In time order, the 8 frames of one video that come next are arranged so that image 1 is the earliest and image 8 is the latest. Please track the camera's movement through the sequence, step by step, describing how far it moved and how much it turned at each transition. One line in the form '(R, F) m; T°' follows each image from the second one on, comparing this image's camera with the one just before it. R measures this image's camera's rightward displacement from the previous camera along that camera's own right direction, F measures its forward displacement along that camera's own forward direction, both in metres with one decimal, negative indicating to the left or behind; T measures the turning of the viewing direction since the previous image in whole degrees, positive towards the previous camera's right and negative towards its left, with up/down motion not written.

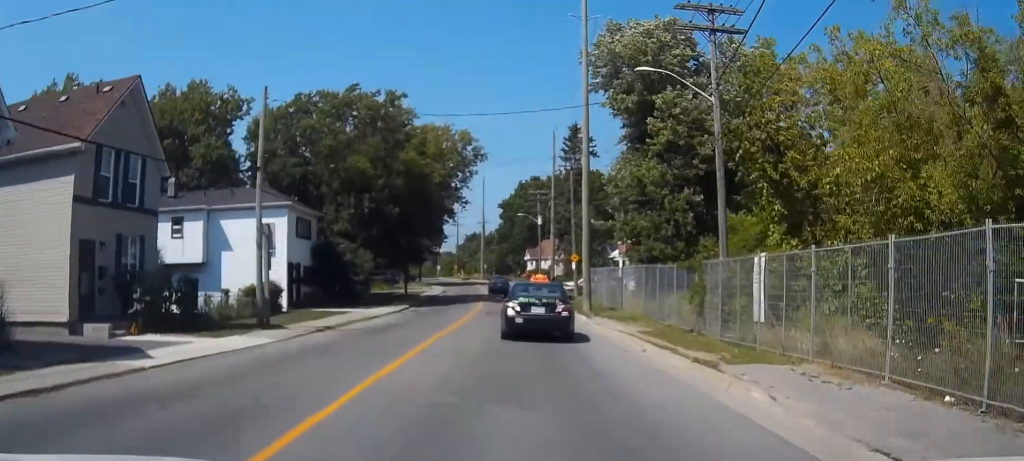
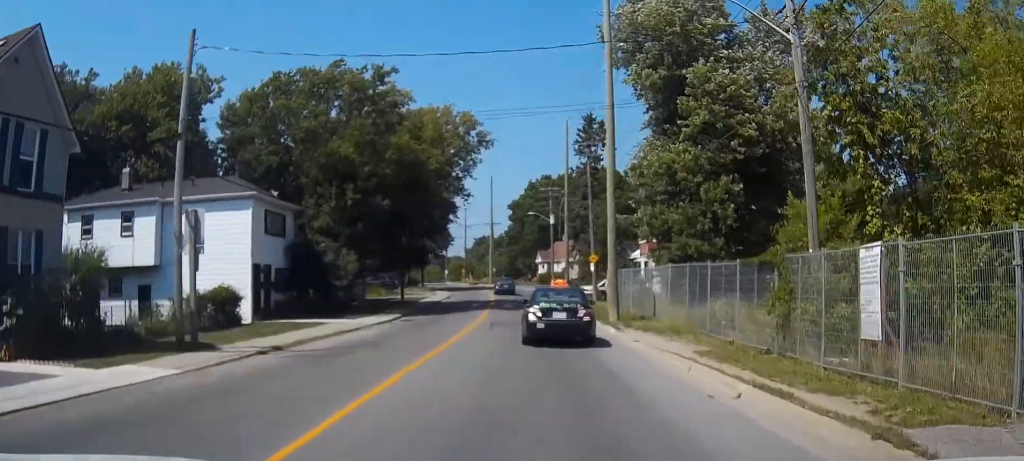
(0.0, +7.0) m; 0°
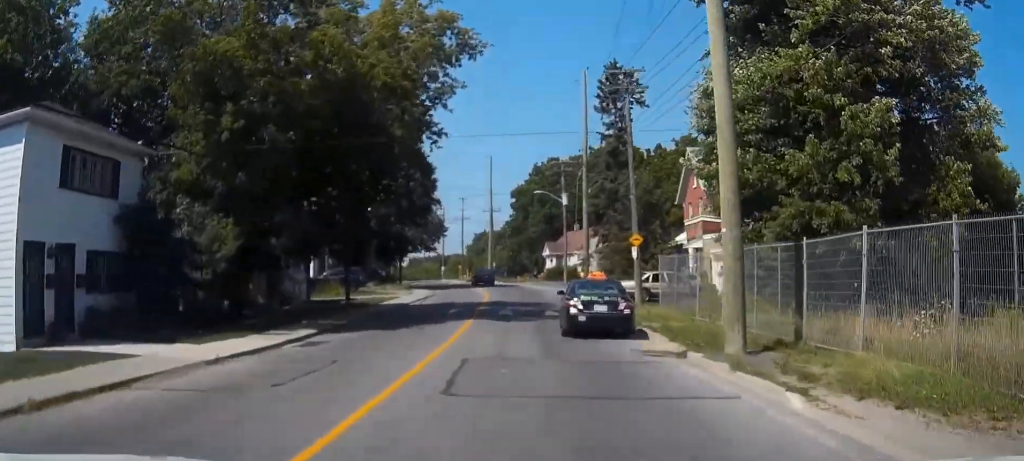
(0.0, +17.9) m; 0°
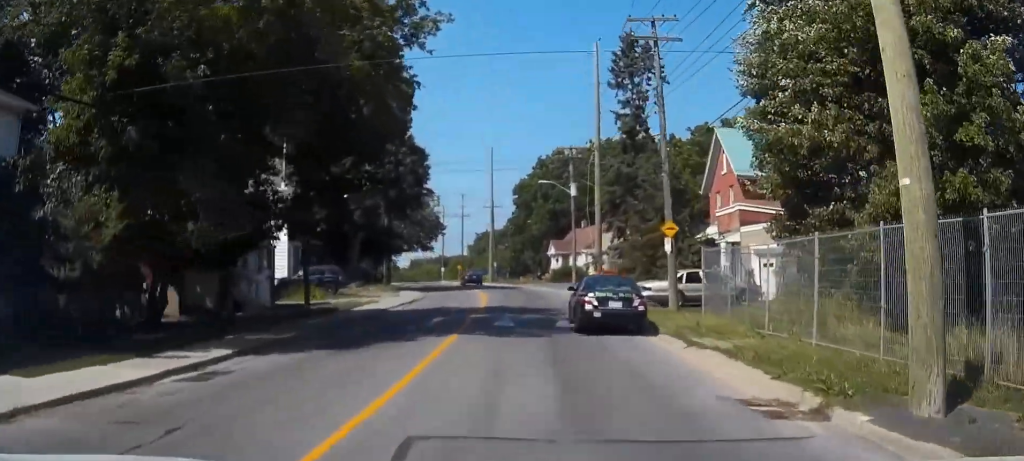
(0.0, +7.4) m; 0°
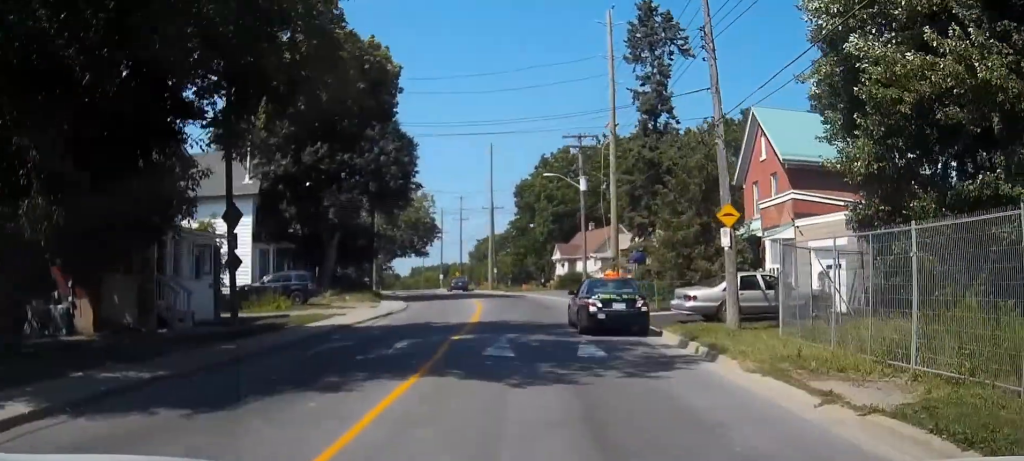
(0.0, +7.8) m; 0°
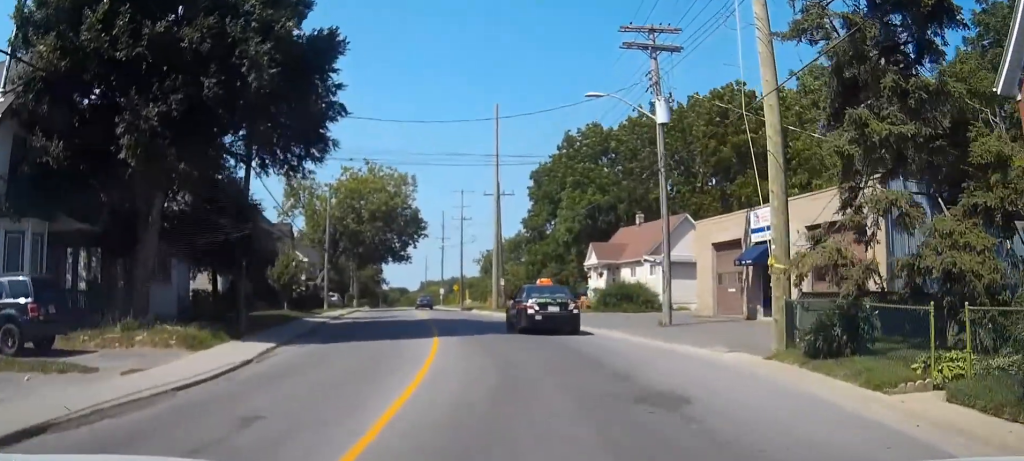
(0.0, +27.9) m; 0°
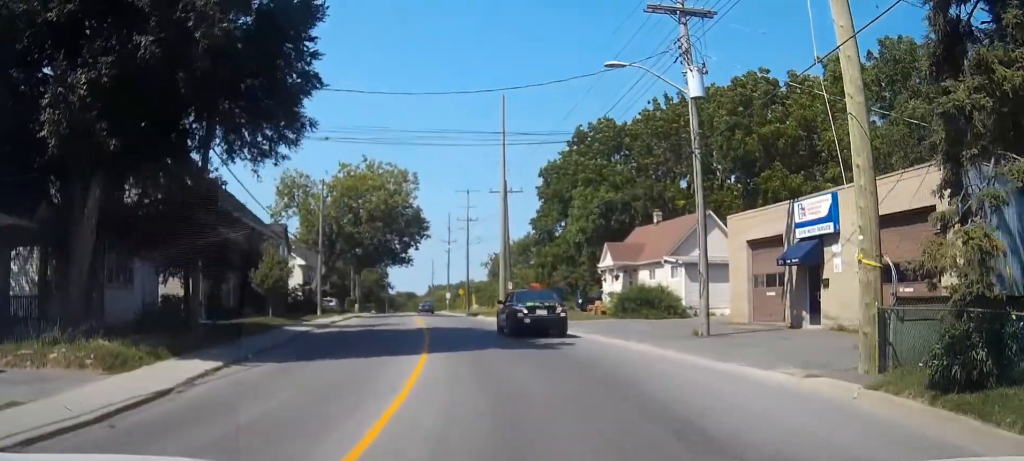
(0.0, +4.7) m; 0°
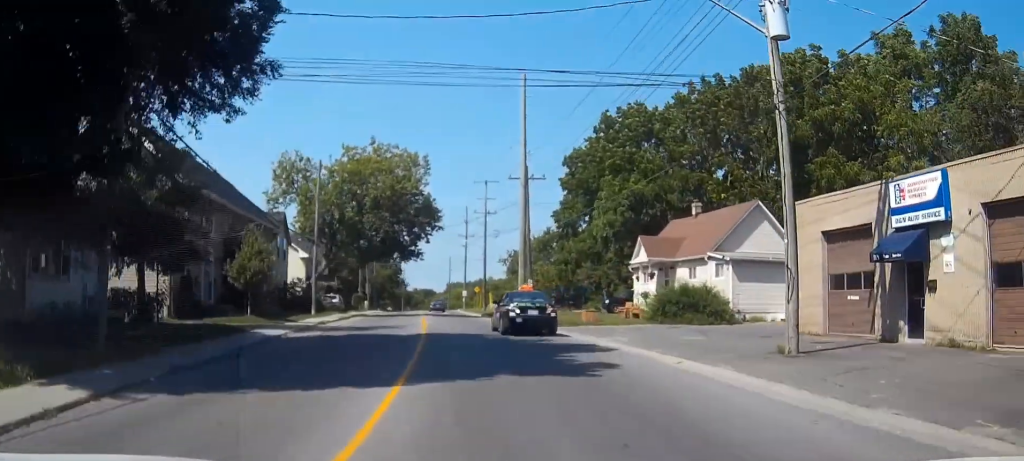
(0.0, +6.7) m; 0°
